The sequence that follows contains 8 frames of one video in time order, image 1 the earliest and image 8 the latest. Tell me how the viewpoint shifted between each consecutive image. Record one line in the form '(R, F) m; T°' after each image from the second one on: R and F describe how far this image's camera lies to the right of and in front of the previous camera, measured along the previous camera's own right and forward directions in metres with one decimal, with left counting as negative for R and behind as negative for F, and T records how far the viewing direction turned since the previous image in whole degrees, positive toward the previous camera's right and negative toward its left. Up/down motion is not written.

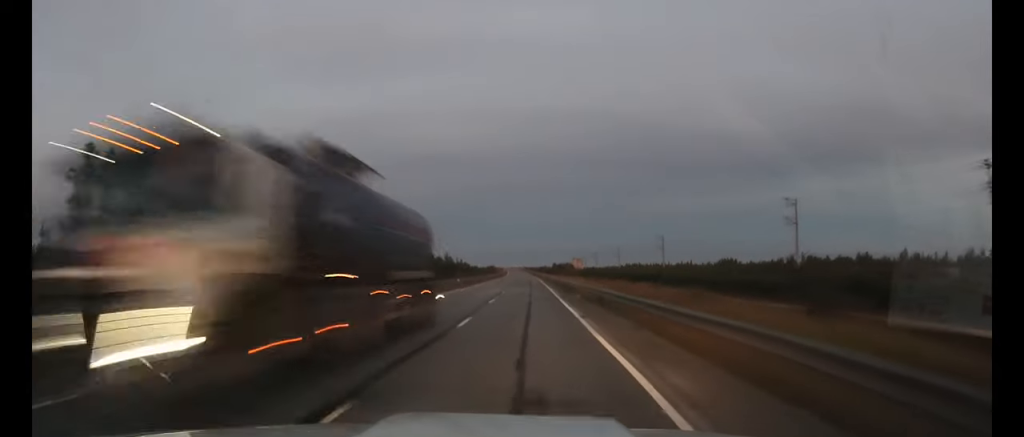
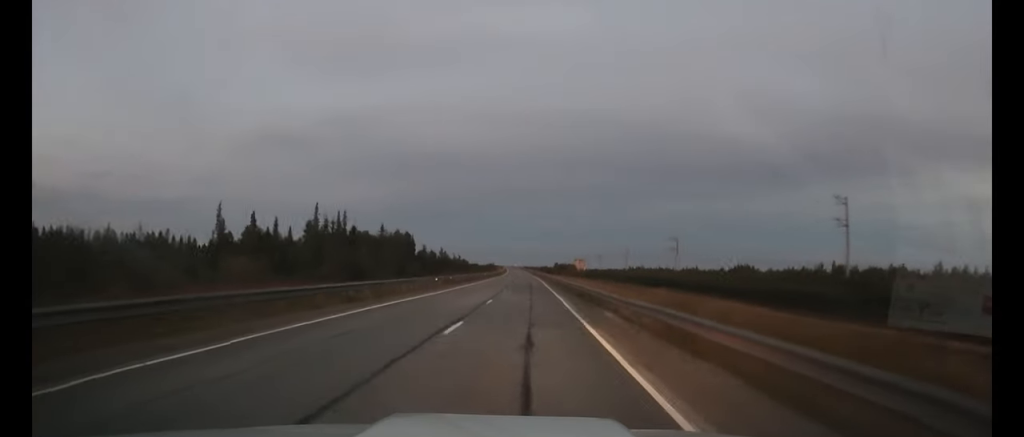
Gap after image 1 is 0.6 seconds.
(0.0, +14.6) m; 0°
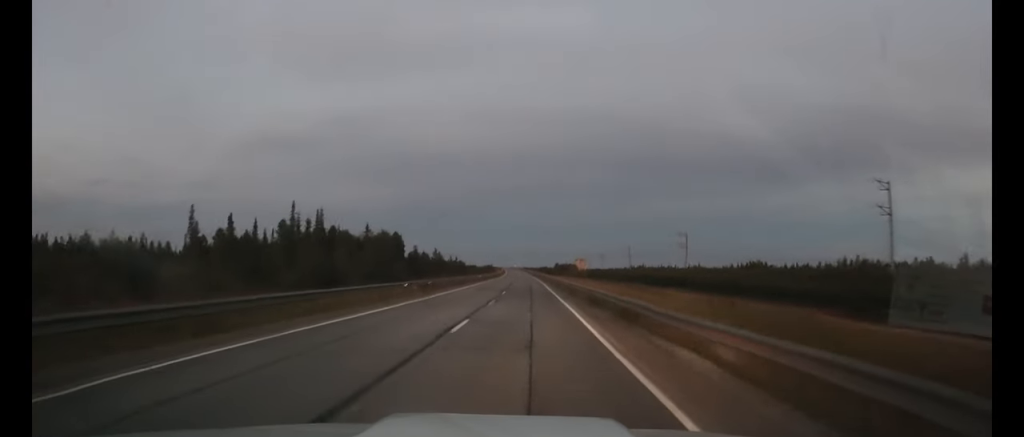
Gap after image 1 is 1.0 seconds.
(0.0, +10.6) m; 0°
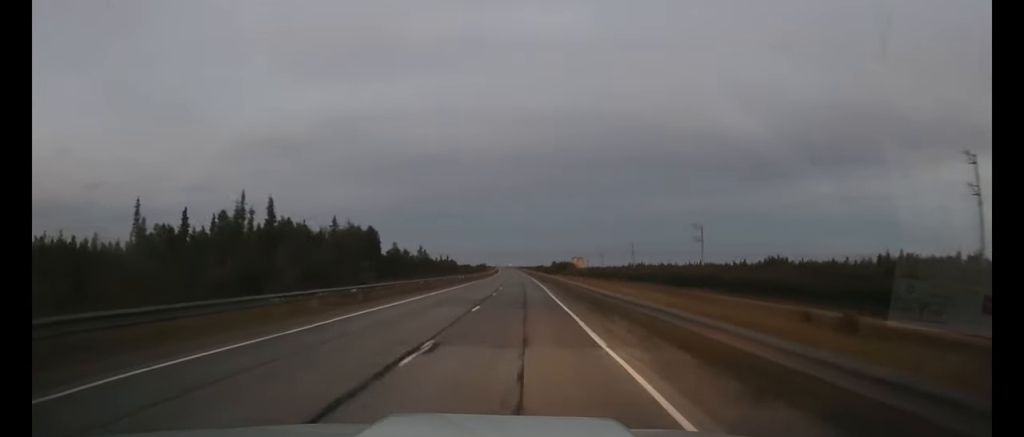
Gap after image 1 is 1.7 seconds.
(0.0, +17.1) m; 0°
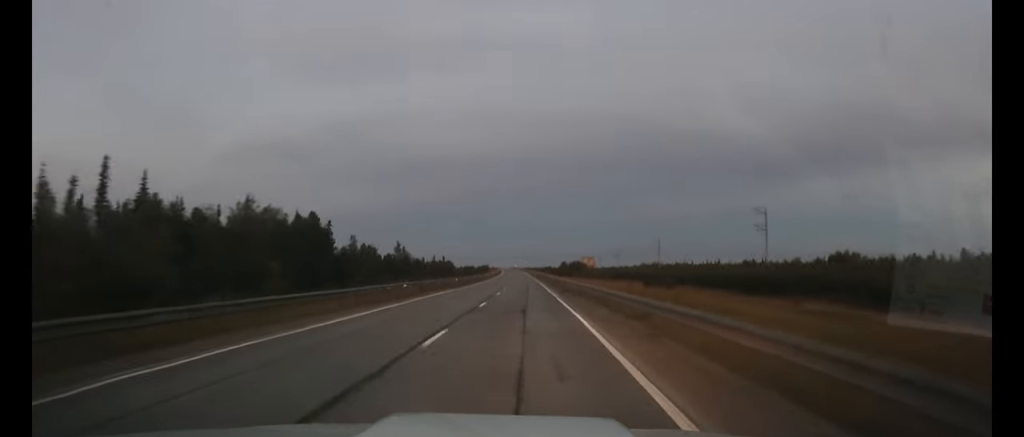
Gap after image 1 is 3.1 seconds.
(0.0, +33.7) m; 0°
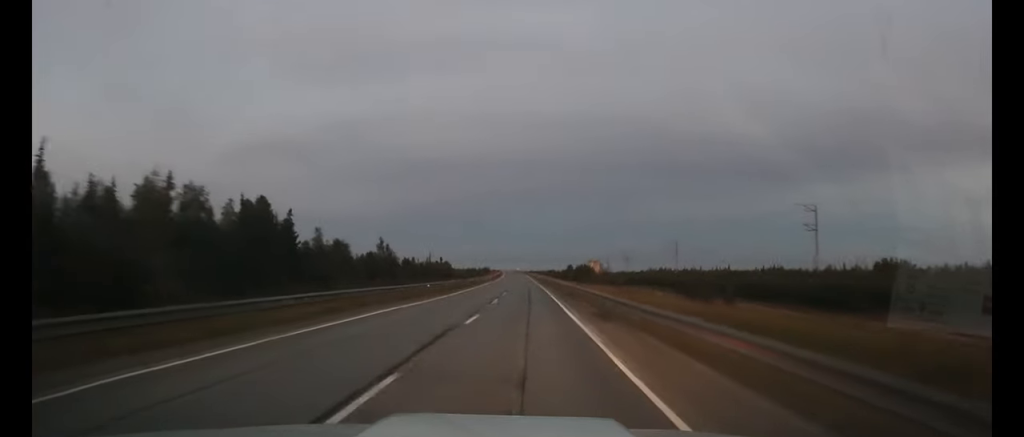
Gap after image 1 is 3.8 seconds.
(0.0, +17.4) m; 0°
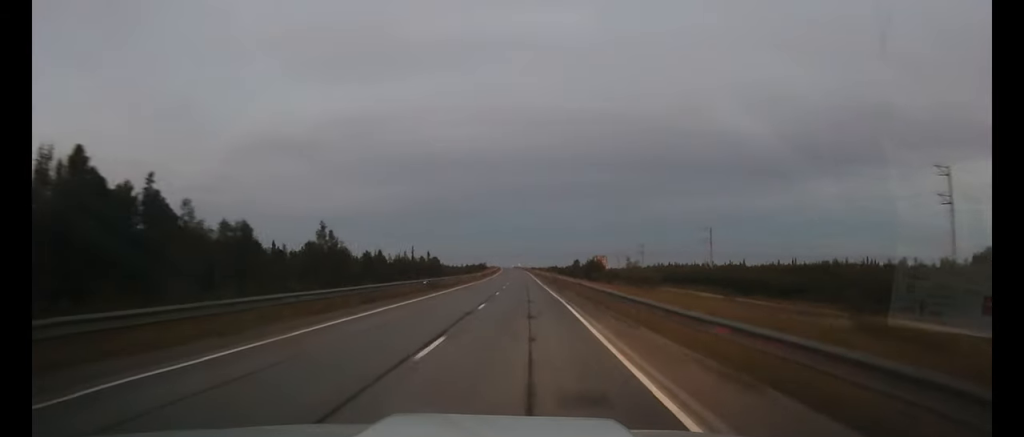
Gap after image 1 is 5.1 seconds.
(-0.2, +31.6) m; 0°
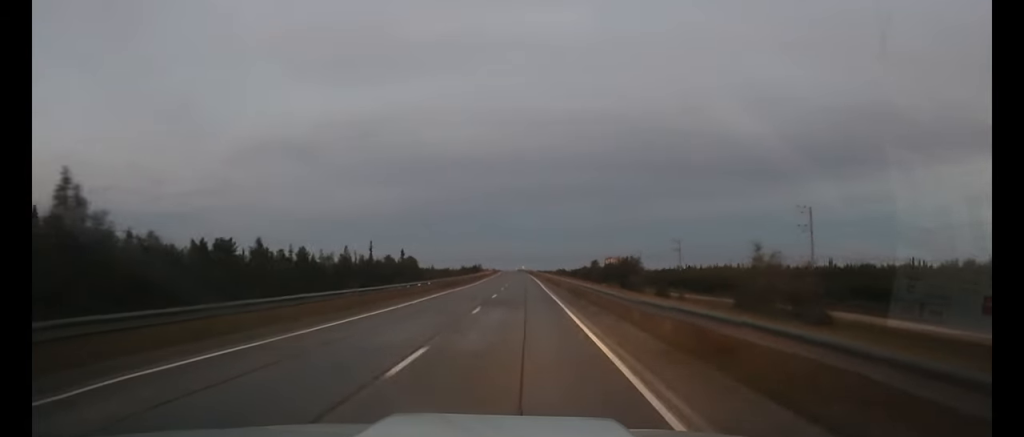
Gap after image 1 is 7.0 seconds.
(-0.2, +49.4) m; 0°
